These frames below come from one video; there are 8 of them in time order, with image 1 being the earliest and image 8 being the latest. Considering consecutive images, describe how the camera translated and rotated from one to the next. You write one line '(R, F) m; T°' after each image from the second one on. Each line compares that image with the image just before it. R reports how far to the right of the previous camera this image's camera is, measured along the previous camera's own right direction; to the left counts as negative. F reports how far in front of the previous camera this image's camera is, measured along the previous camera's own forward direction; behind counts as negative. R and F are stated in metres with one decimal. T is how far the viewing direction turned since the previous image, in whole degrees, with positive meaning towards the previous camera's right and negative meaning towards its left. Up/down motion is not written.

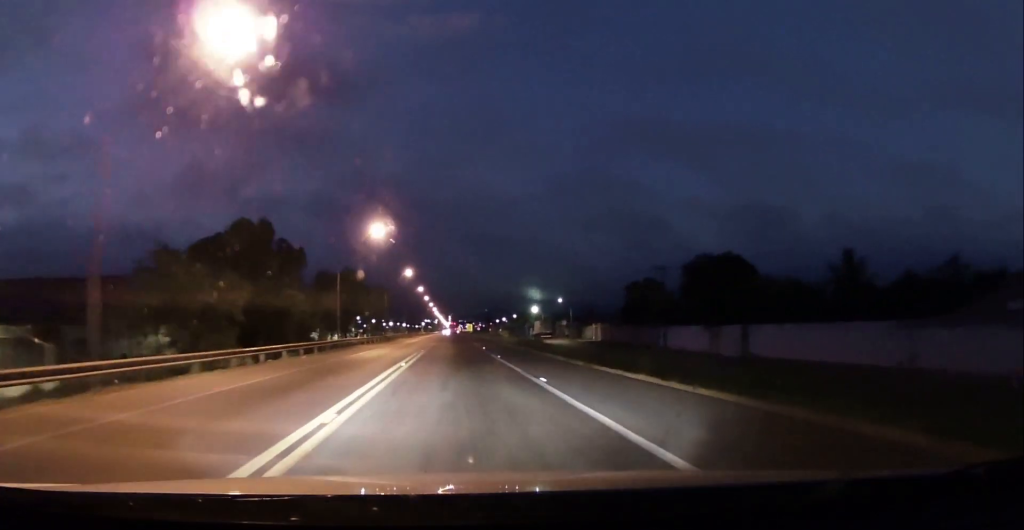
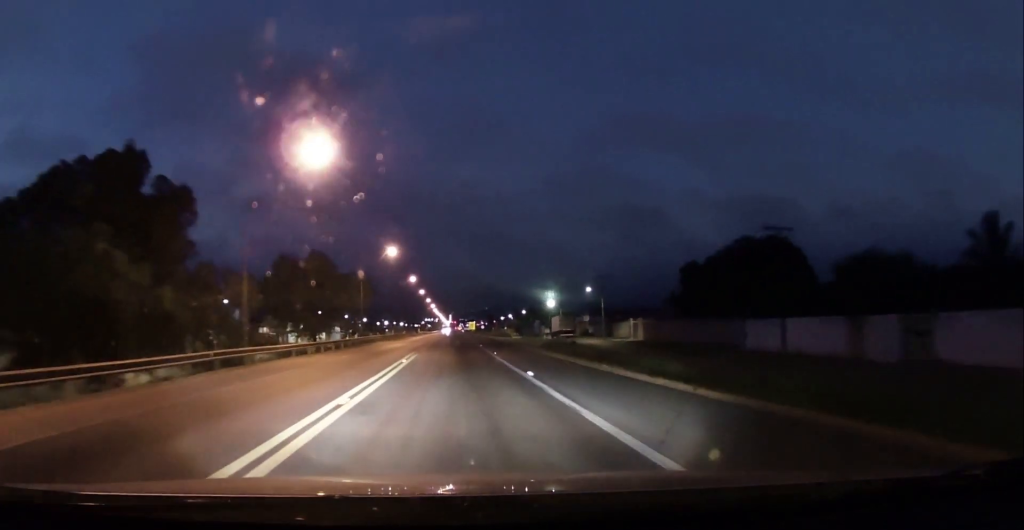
(-0.8, +25.7) m; -1°
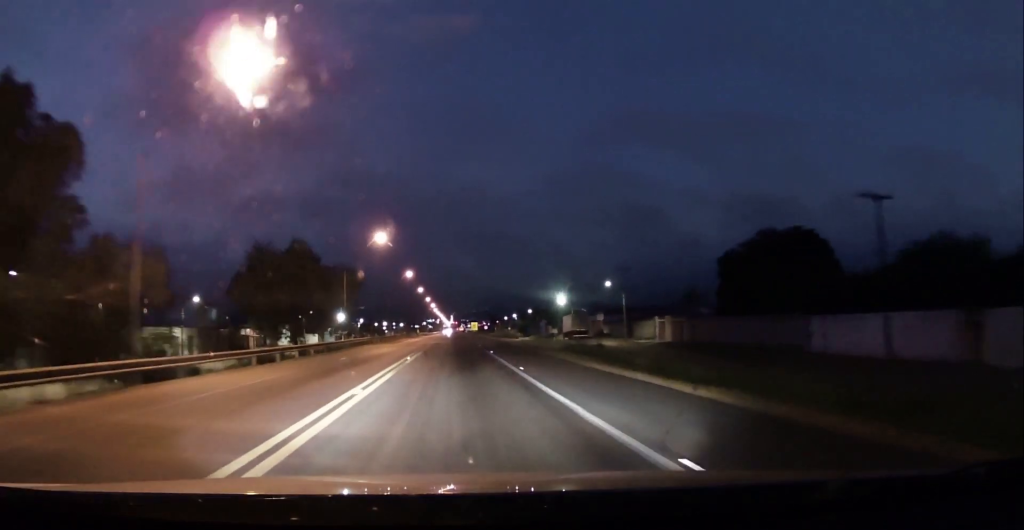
(+0.2, +11.6) m; +1°
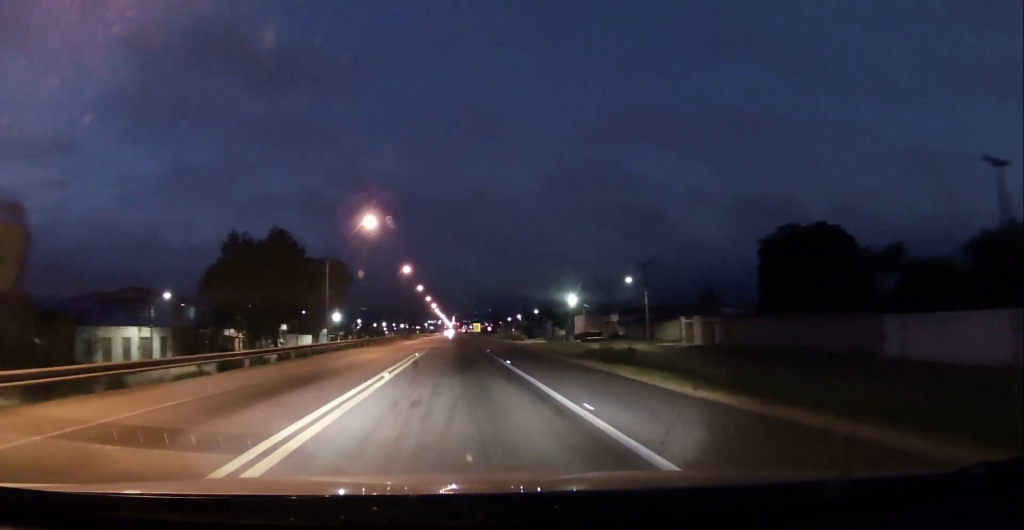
(0.0, +9.3) m; 0°
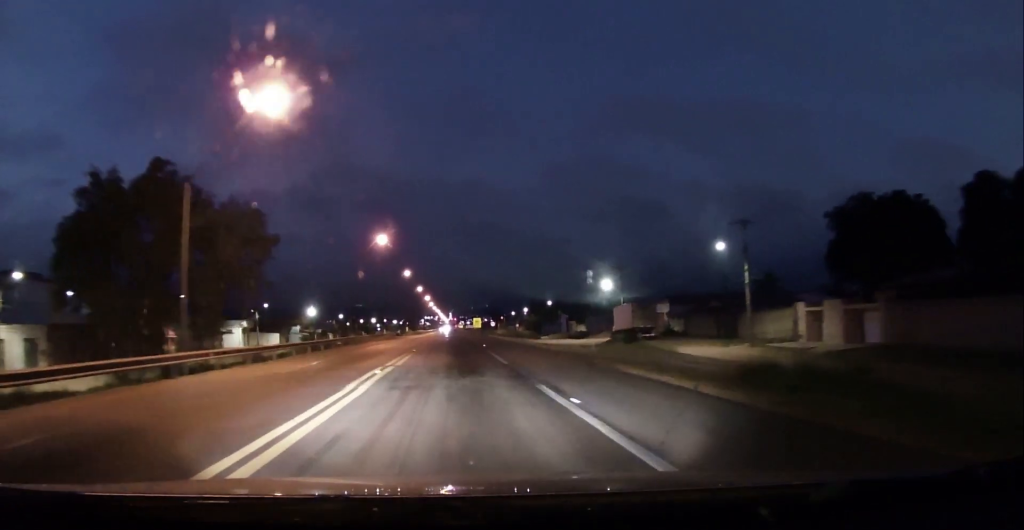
(+0.3, +27.9) m; 0°
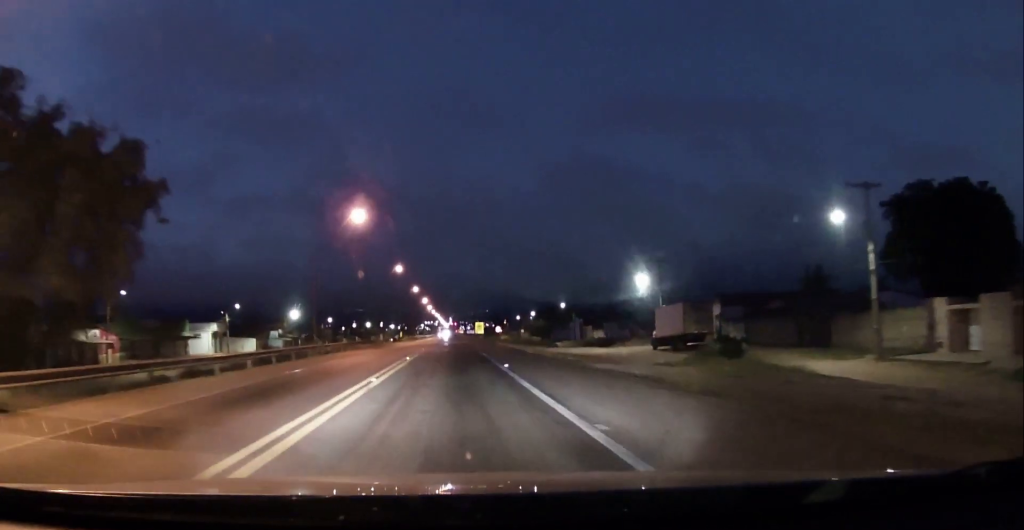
(-0.1, +17.7) m; -1°
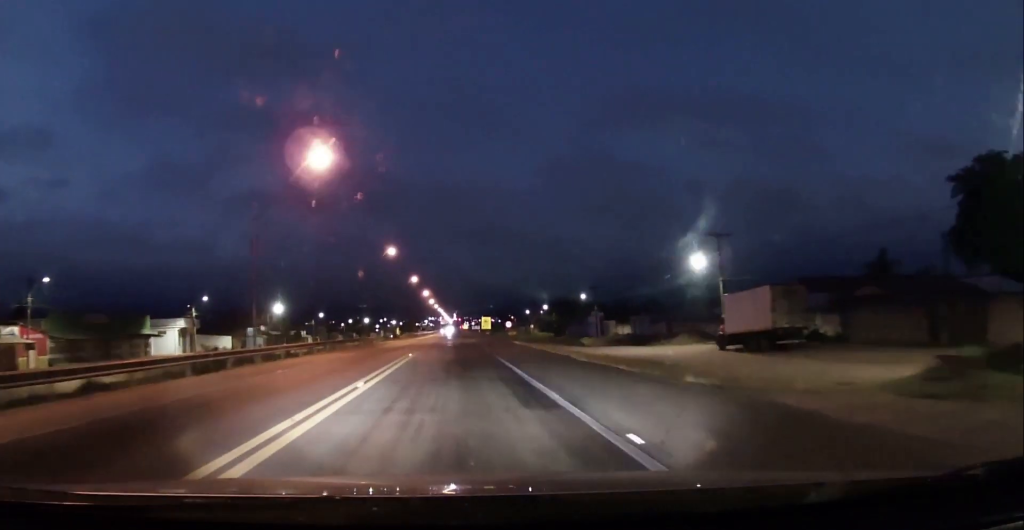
(-0.2, +17.0) m; 0°
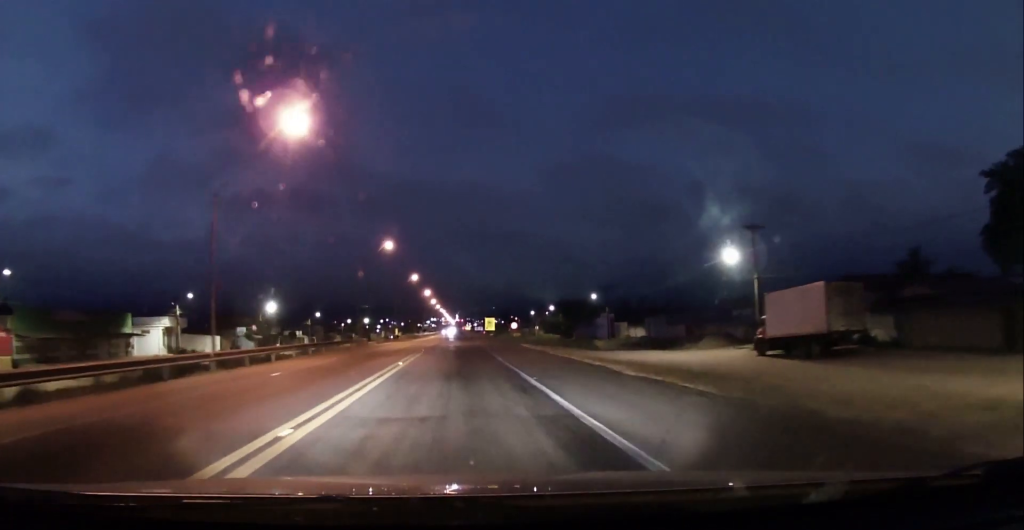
(+0.2, +6.5) m; 0°
